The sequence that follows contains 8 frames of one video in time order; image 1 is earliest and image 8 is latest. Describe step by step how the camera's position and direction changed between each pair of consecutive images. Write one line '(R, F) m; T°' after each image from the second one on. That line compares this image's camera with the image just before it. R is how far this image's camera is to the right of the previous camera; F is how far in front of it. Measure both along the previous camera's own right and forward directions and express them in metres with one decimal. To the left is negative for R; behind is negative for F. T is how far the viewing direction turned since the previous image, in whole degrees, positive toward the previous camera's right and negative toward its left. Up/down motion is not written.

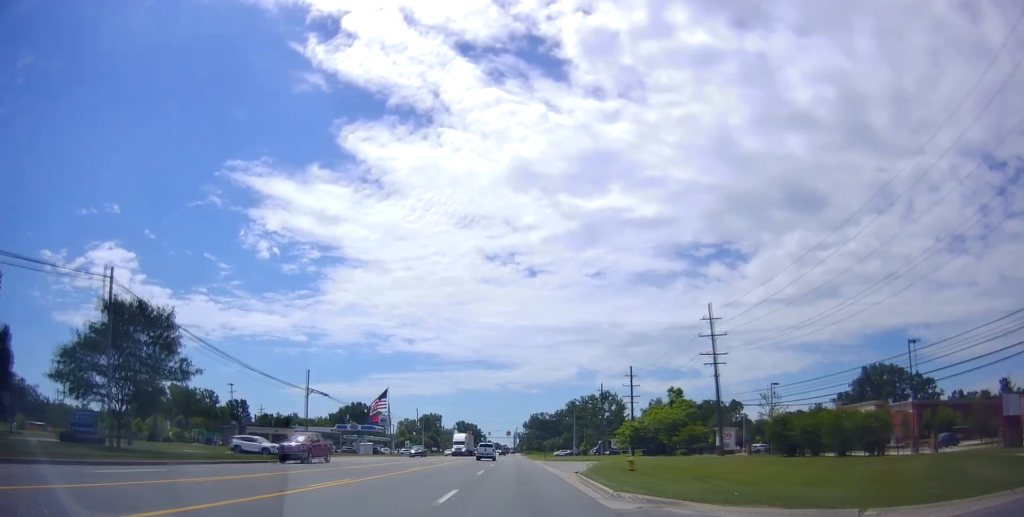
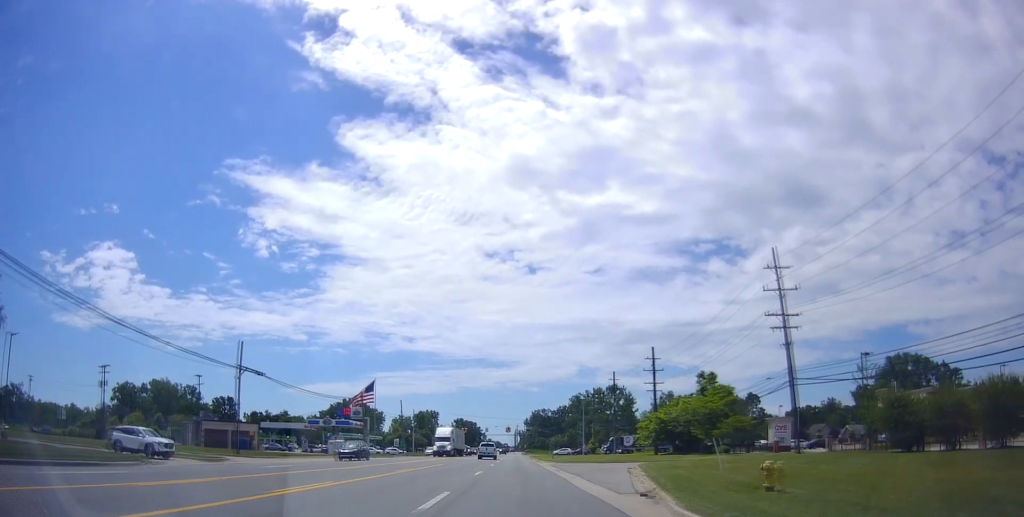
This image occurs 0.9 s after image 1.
(0.0, +16.6) m; +1°
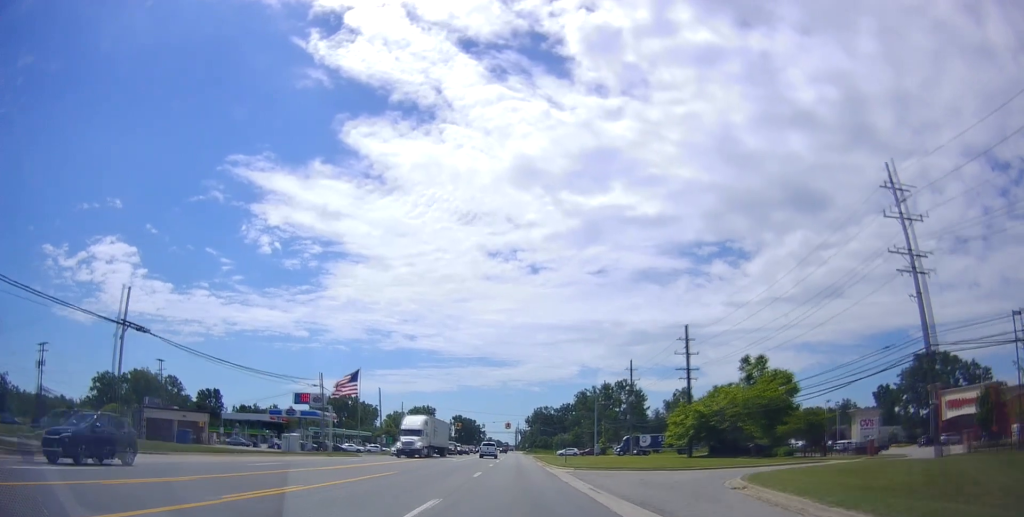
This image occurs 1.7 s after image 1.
(+0.4, +16.8) m; +1°
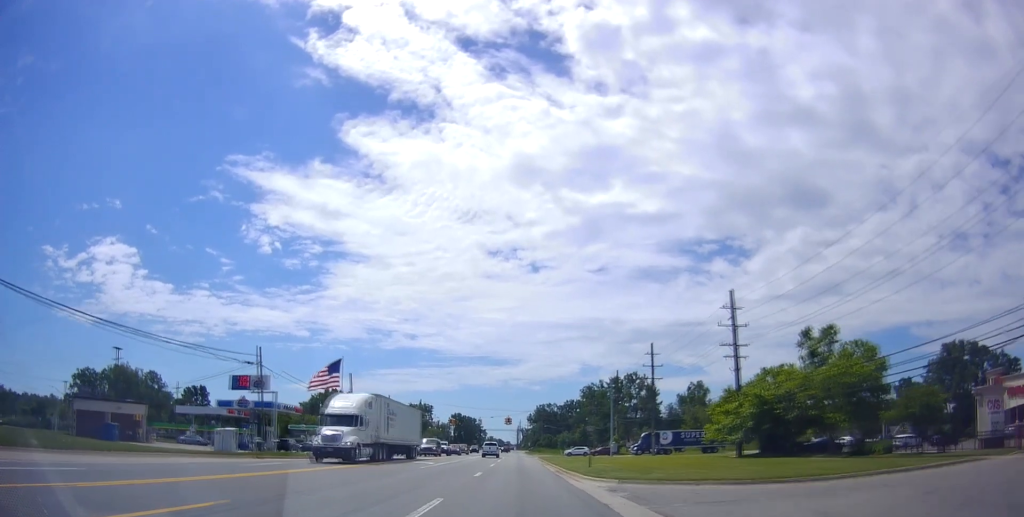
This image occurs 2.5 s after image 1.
(0.0, +15.5) m; 0°
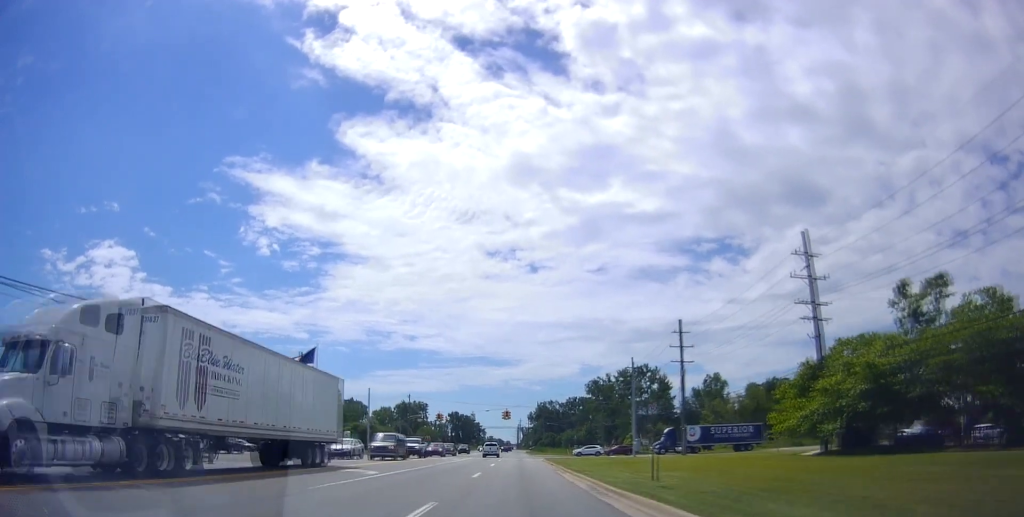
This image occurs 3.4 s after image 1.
(0.0, +16.0) m; 0°
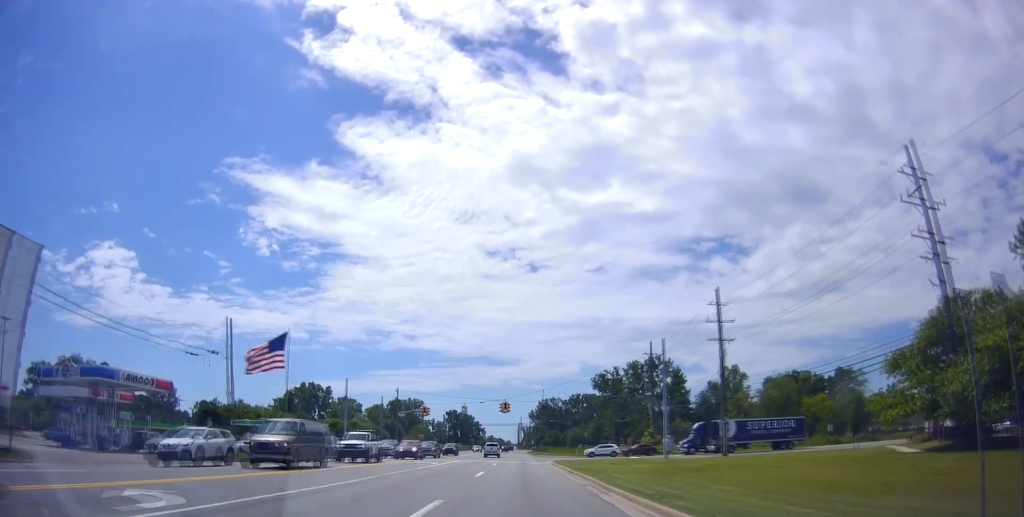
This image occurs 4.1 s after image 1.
(0.0, +14.2) m; 0°
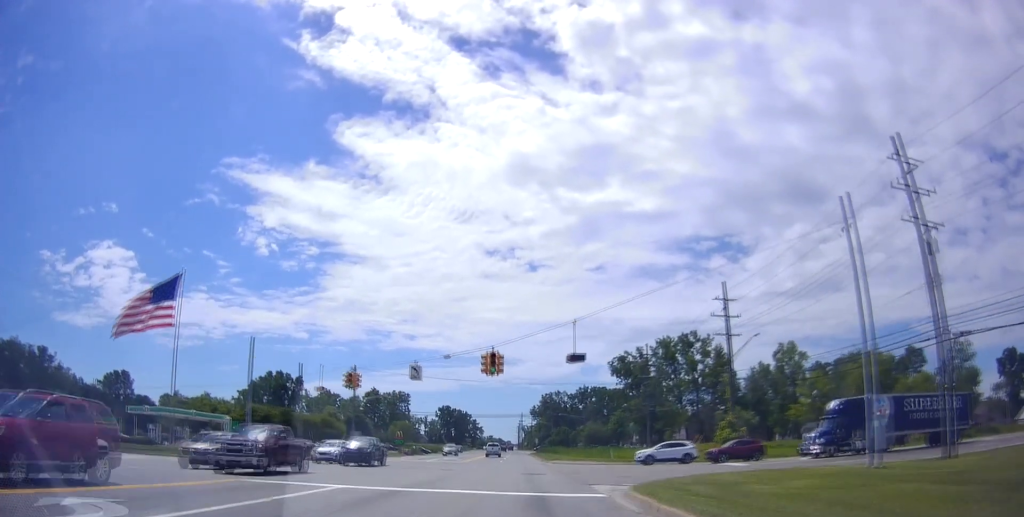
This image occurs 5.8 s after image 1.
(-0.6, +33.2) m; -2°
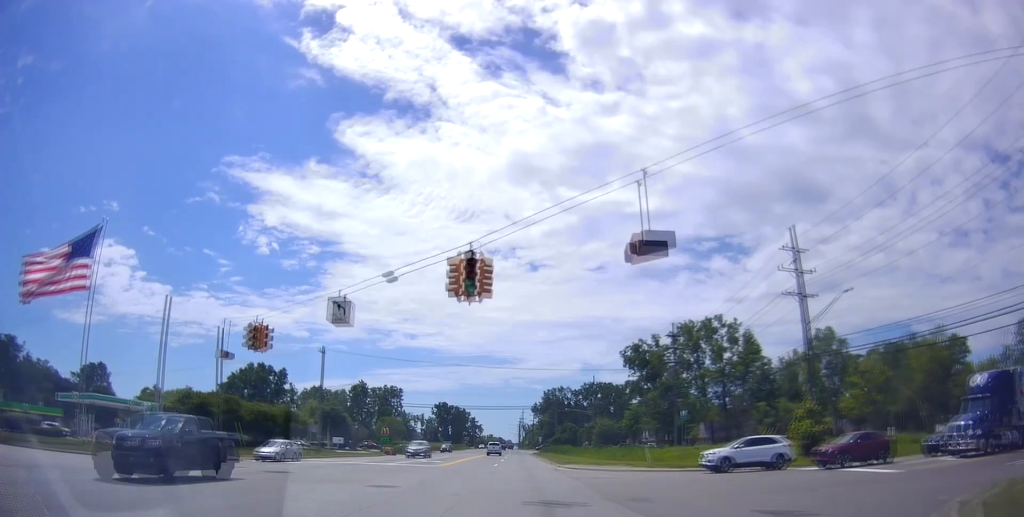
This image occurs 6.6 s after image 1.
(-0.4, +15.9) m; 0°
